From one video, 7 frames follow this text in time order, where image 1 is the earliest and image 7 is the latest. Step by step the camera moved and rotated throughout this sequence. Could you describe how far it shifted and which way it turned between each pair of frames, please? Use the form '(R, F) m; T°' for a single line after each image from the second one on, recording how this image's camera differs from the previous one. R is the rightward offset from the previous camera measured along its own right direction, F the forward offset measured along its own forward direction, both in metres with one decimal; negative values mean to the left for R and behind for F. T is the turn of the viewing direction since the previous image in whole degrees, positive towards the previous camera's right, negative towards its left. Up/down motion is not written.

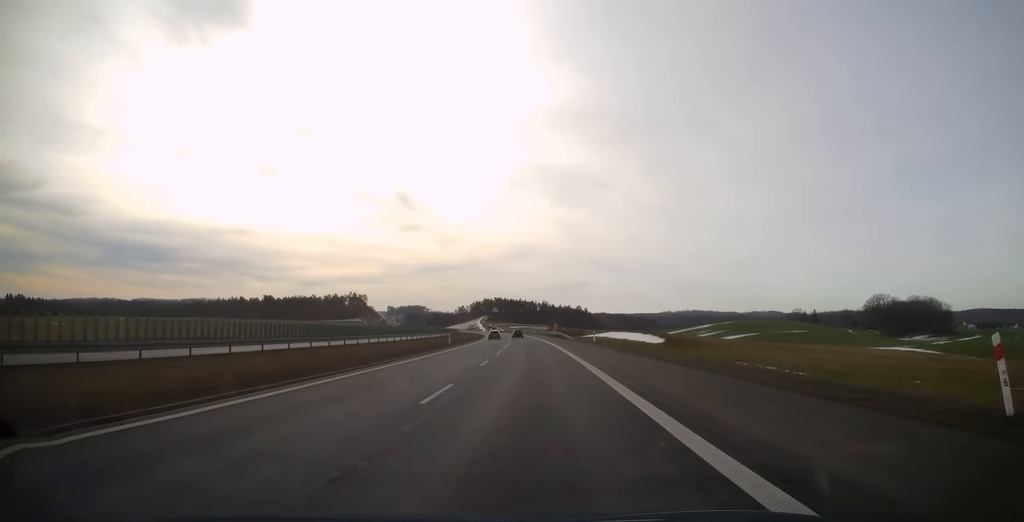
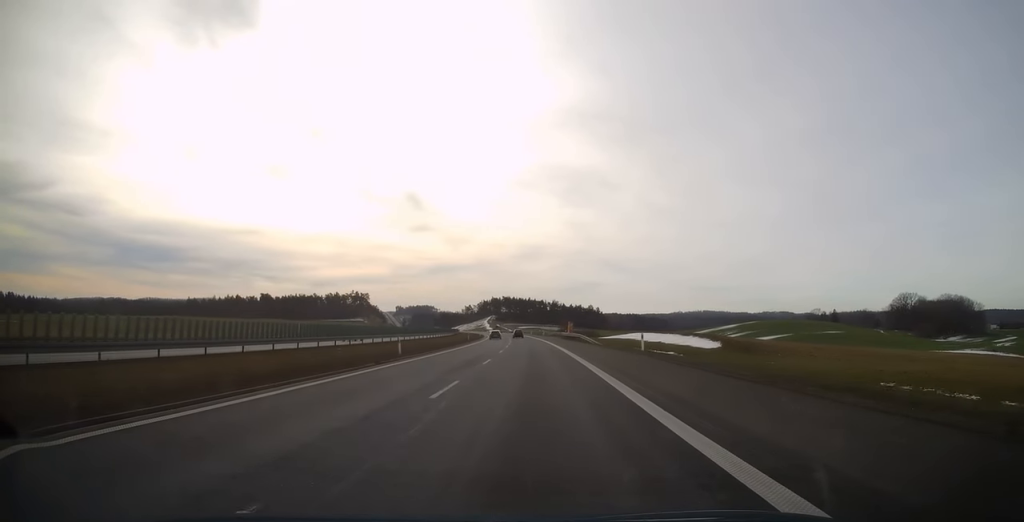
(-0.3, +23.1) m; -1°
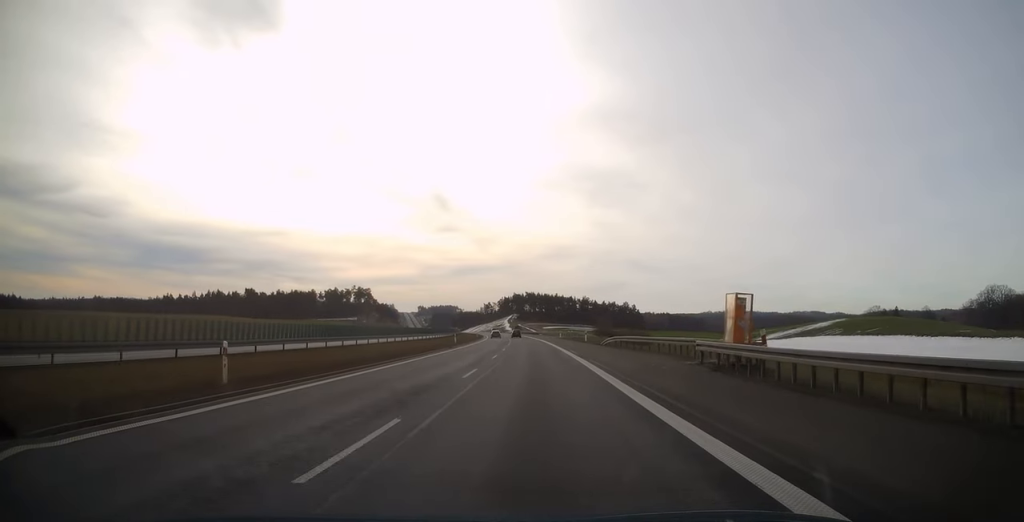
(-1.5, +67.5) m; -3°
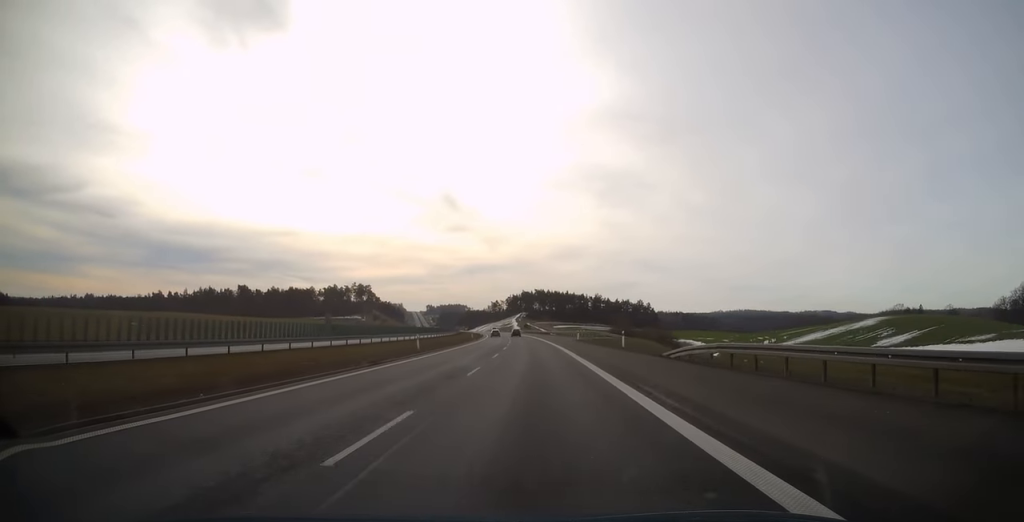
(-0.2, +23.5) m; -1°
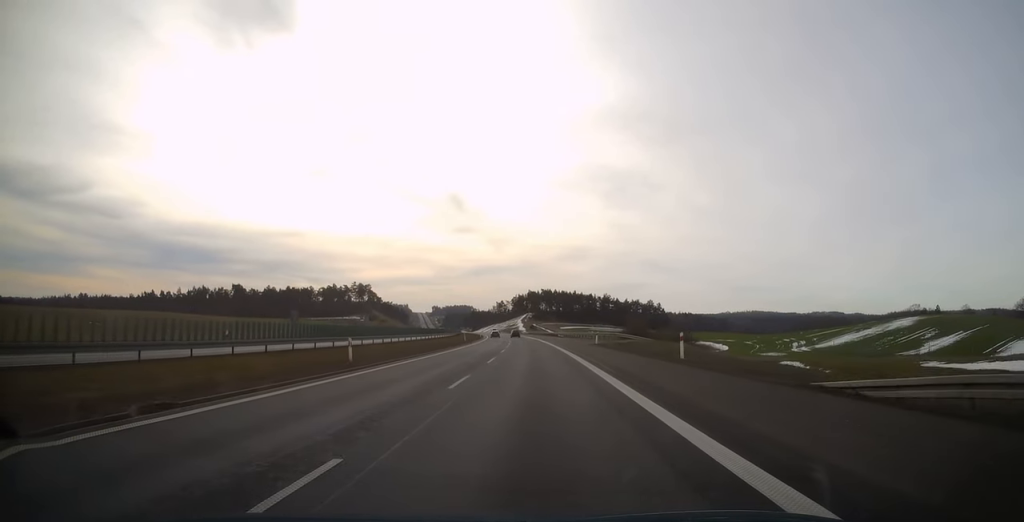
(0.0, +15.8) m; -1°
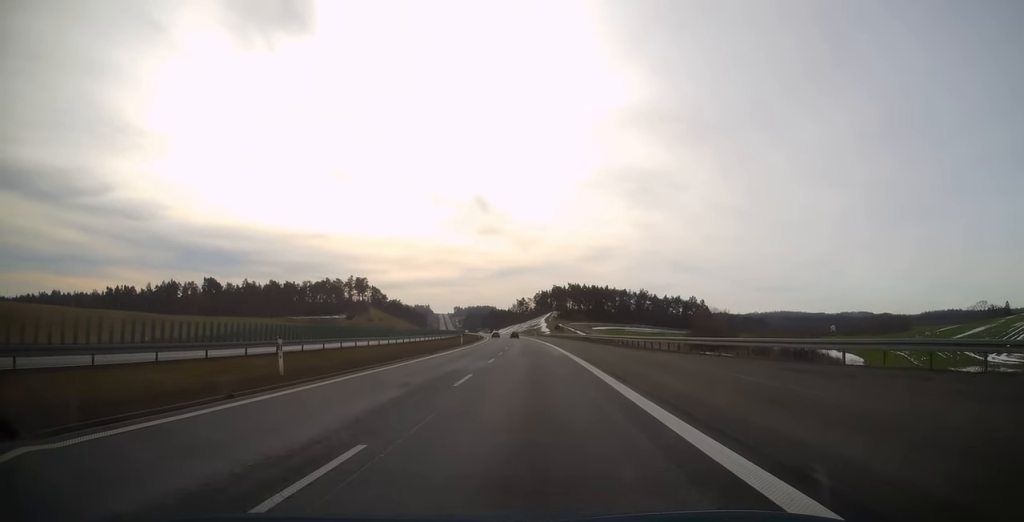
(-1.2, +59.8) m; -2°
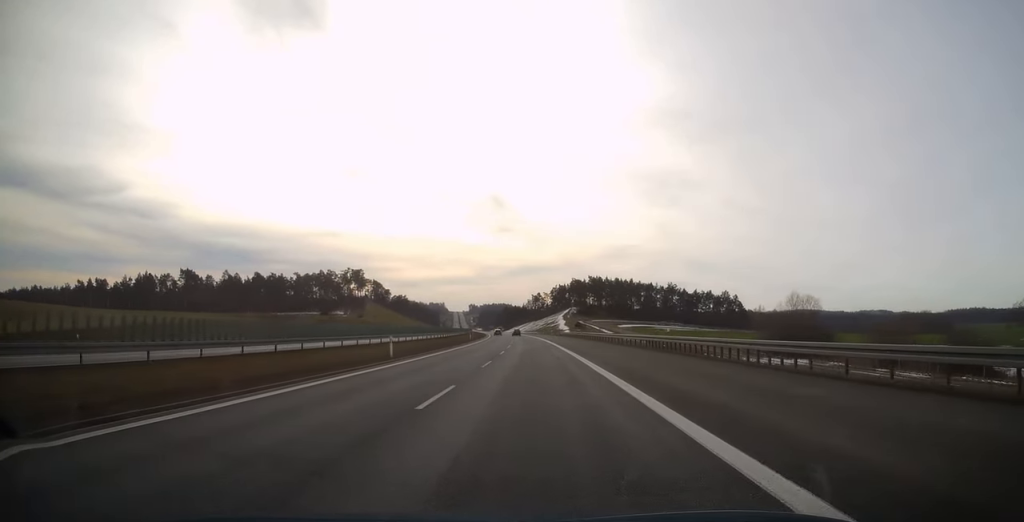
(-0.5, +37.4) m; -1°
